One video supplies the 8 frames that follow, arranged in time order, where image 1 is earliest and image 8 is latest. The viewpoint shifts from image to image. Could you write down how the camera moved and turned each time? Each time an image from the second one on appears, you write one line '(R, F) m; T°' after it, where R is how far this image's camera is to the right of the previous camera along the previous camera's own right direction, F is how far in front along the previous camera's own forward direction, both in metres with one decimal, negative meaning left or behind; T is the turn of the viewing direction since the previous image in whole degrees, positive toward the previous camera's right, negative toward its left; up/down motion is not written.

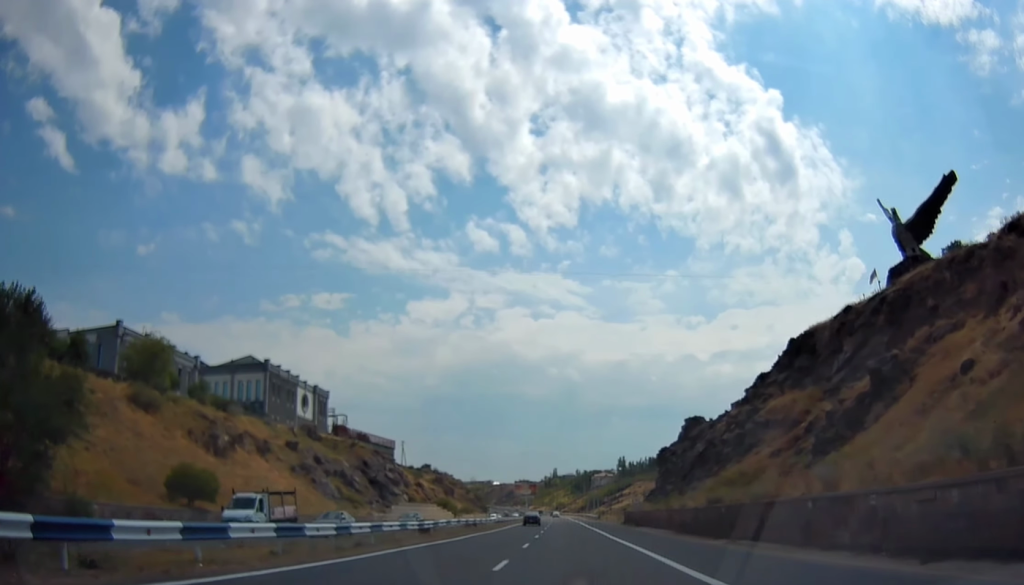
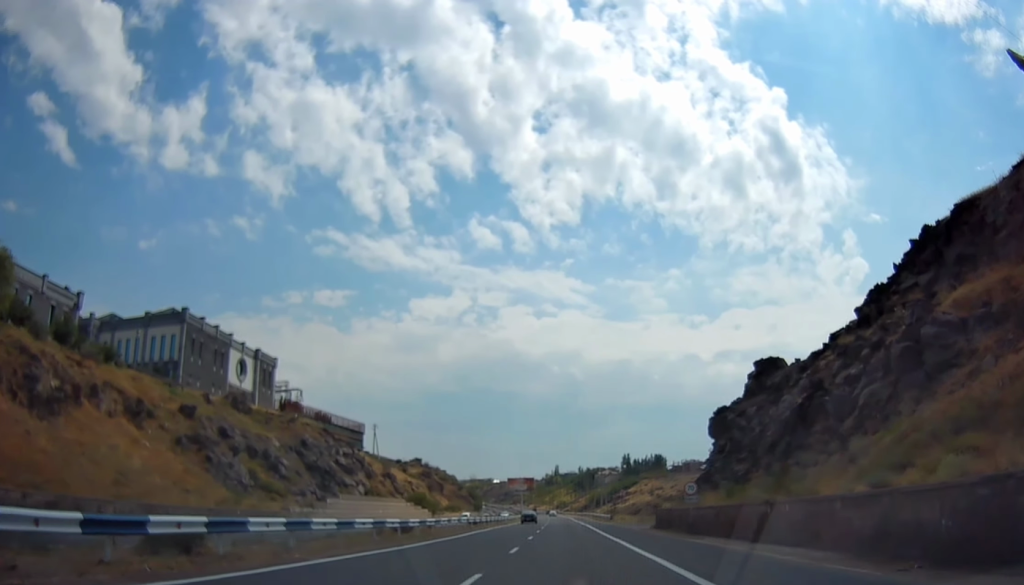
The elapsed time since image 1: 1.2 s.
(-0.1, +25.3) m; -1°
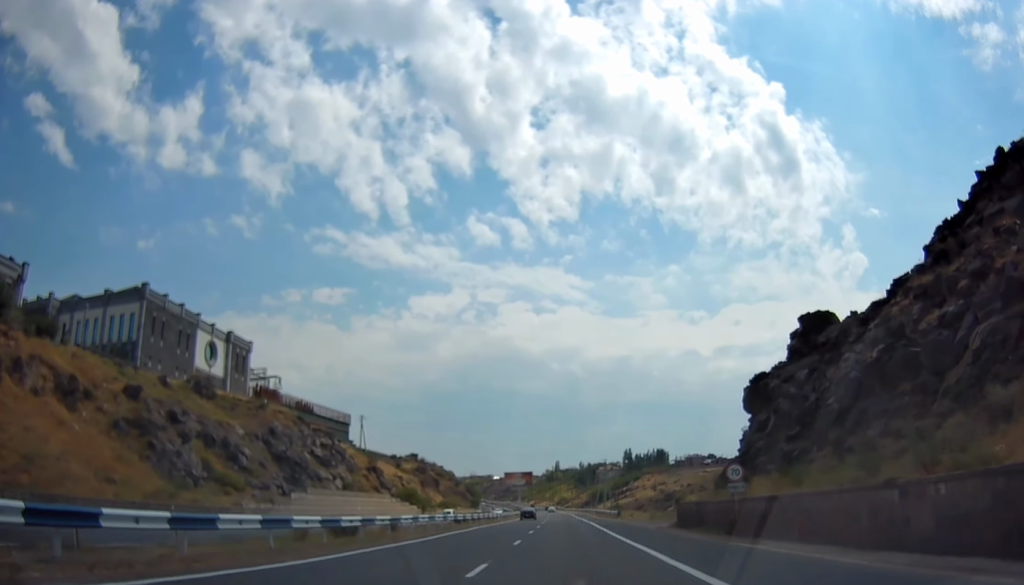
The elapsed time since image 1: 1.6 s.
(0.0, +9.1) m; 0°
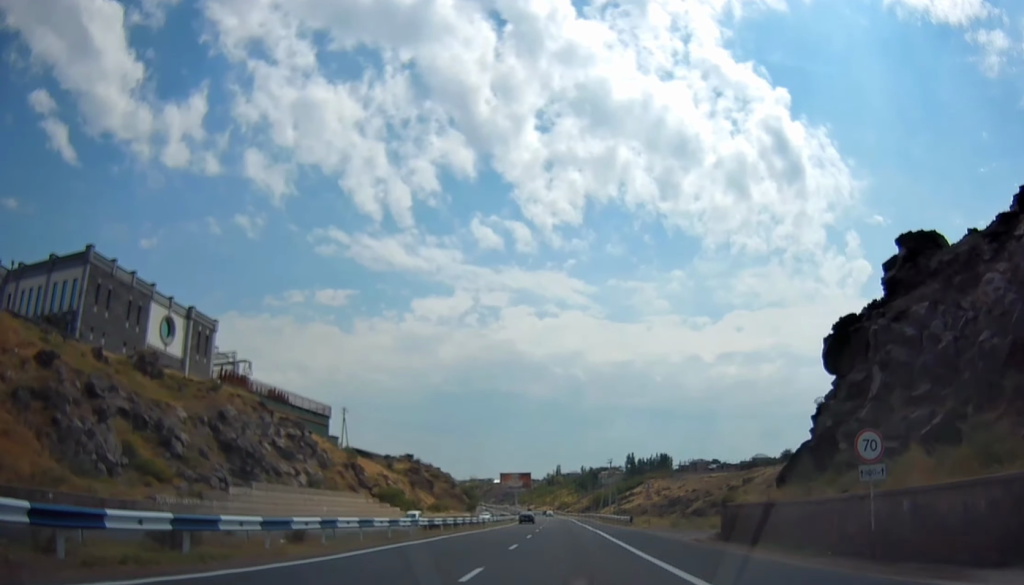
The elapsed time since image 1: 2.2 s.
(-0.3, +11.7) m; 0°
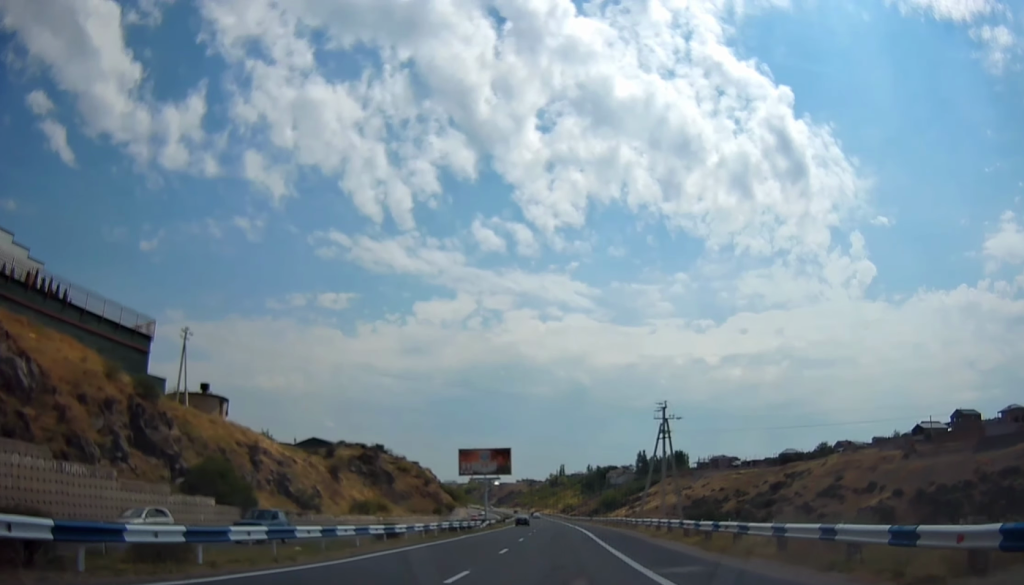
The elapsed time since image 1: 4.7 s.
(+0.3, +54.3) m; -1°
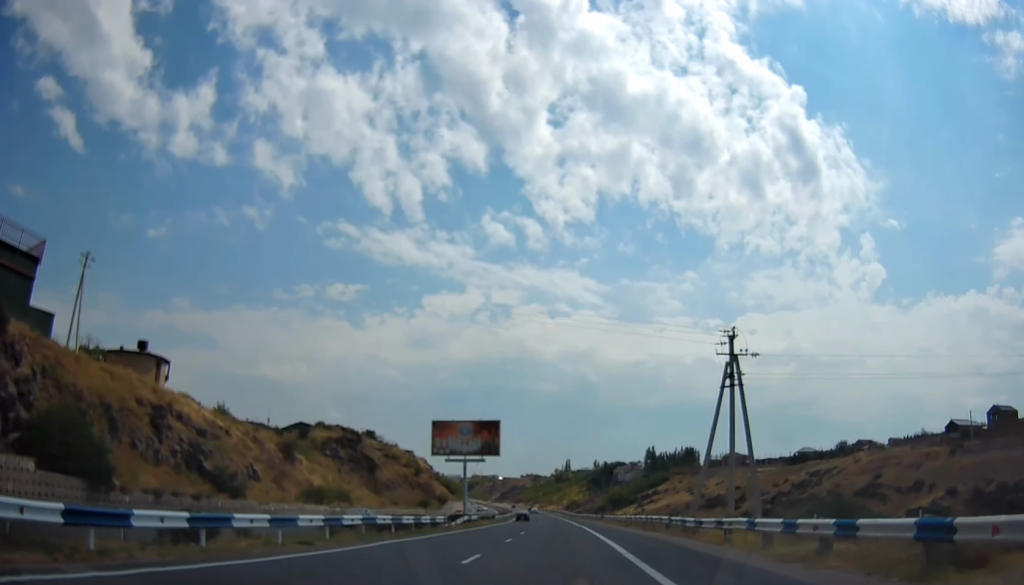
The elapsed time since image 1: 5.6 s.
(-0.1, +19.0) m; 0°
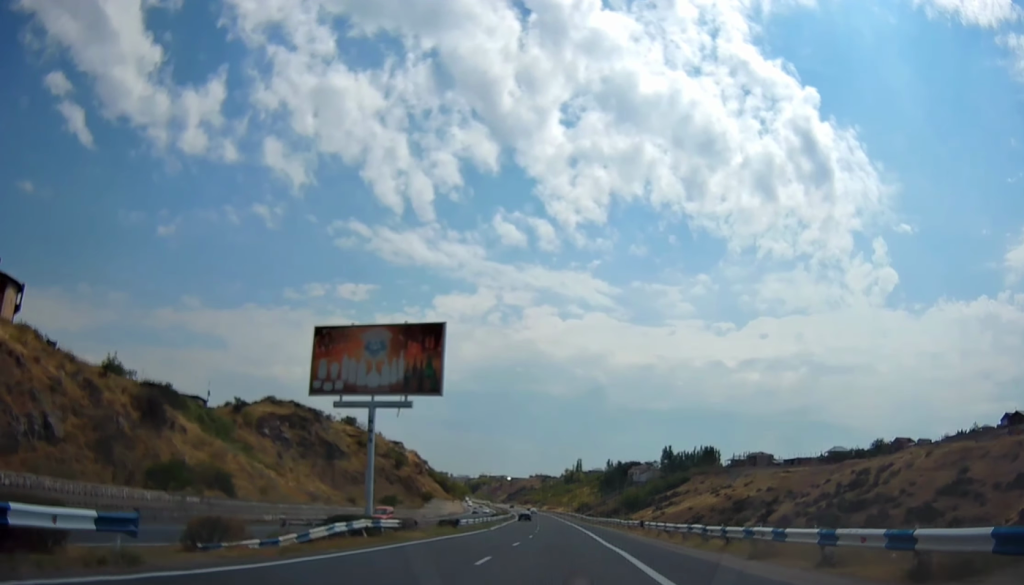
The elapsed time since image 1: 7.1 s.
(+0.2, +31.5) m; 0°
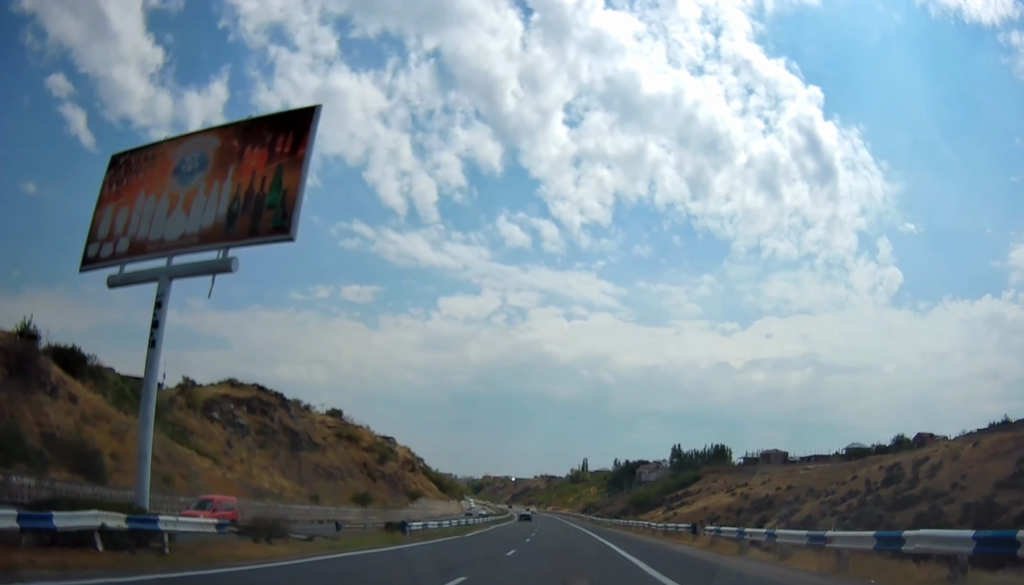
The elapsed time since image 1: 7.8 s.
(0.0, +16.8) m; -1°
